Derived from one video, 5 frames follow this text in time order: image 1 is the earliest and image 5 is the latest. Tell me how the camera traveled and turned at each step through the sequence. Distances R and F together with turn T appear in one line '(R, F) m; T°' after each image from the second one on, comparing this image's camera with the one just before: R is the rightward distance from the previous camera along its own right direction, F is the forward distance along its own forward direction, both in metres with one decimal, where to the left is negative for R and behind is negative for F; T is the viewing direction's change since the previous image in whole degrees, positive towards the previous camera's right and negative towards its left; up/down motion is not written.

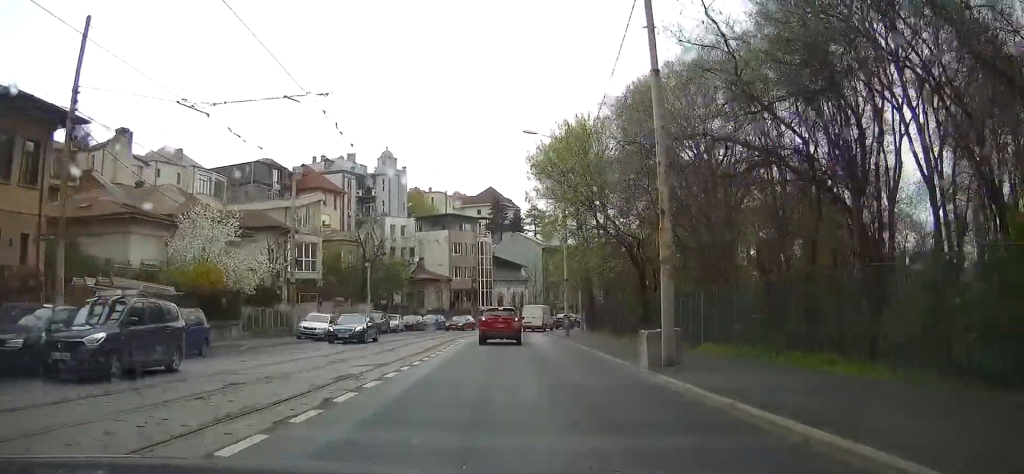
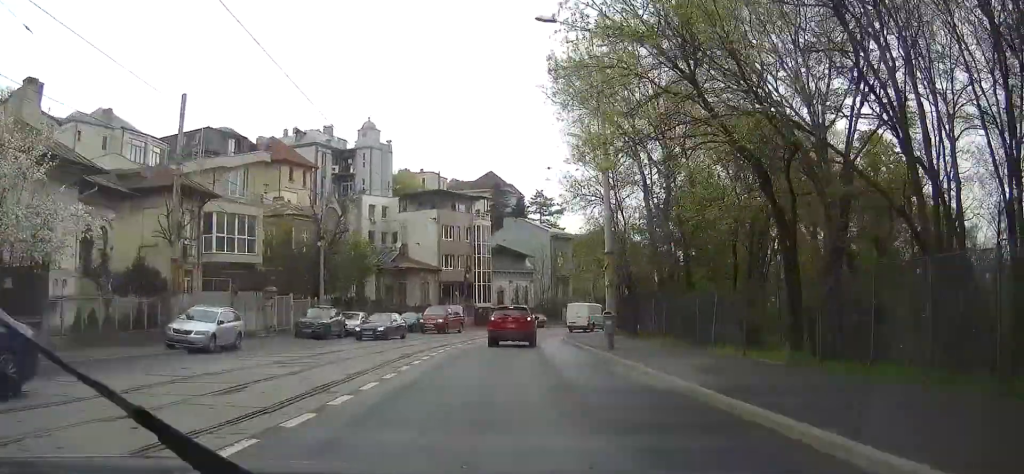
(+0.1, +16.2) m; 0°
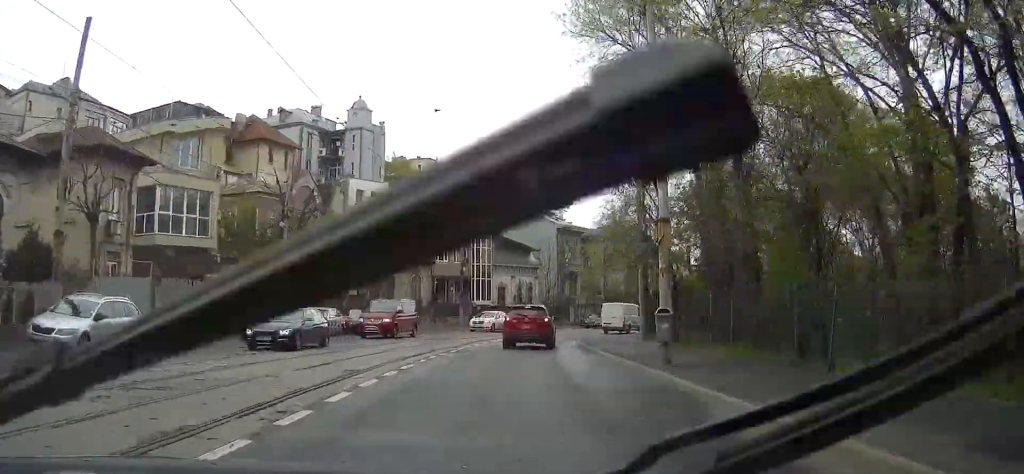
(0.0, +8.3) m; 0°
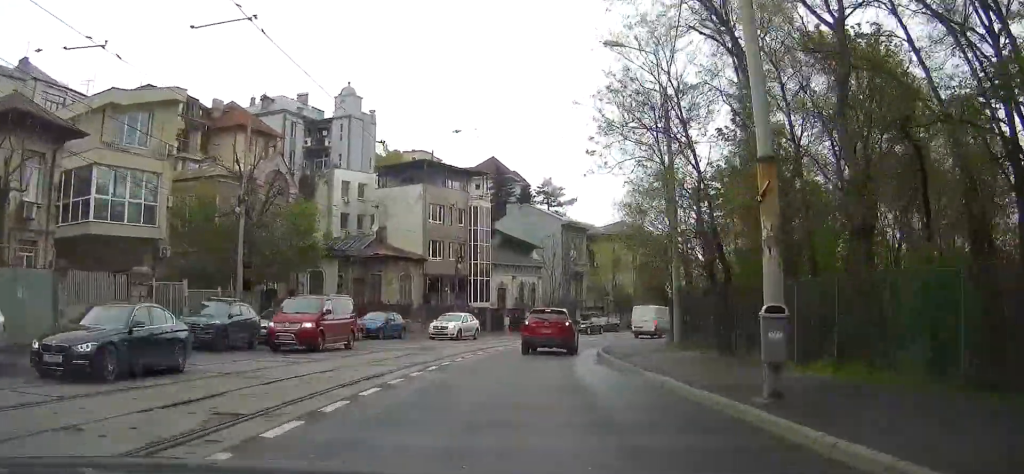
(-0.1, +6.6) m; 0°
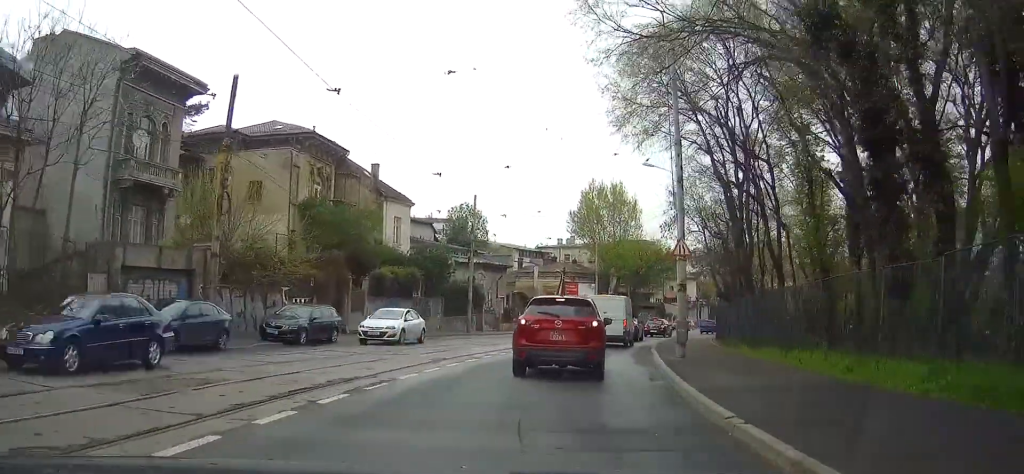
(+8.6, +50.5) m; +23°
